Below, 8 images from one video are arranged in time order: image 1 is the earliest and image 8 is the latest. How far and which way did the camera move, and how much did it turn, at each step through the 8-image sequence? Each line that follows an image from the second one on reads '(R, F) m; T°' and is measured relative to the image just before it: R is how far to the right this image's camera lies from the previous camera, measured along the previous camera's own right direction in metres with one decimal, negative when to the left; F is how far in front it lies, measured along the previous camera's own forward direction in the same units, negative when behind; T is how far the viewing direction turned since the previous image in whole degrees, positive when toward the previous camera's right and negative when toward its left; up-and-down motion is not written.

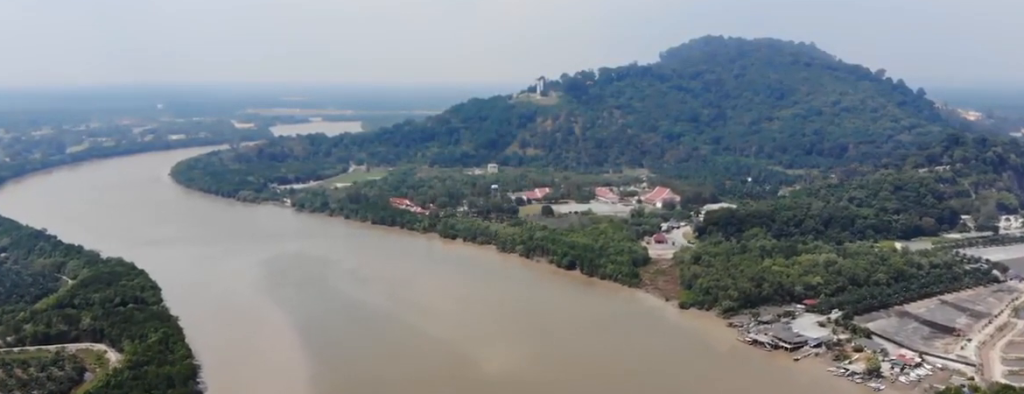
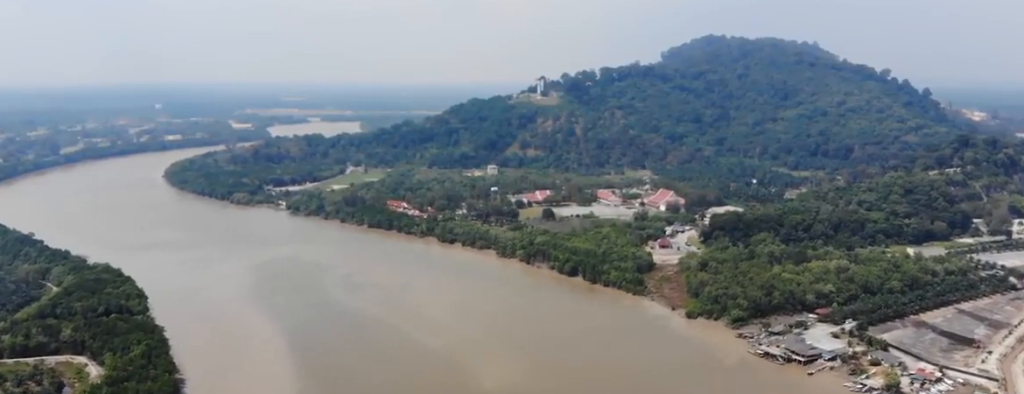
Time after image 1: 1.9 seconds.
(0.0, +23.7) m; +1°
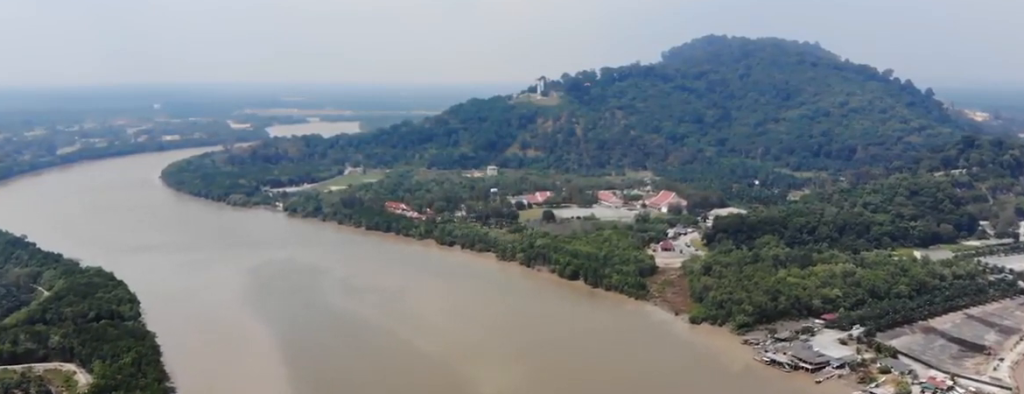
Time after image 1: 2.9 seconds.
(+0.2, +12.7) m; +1°
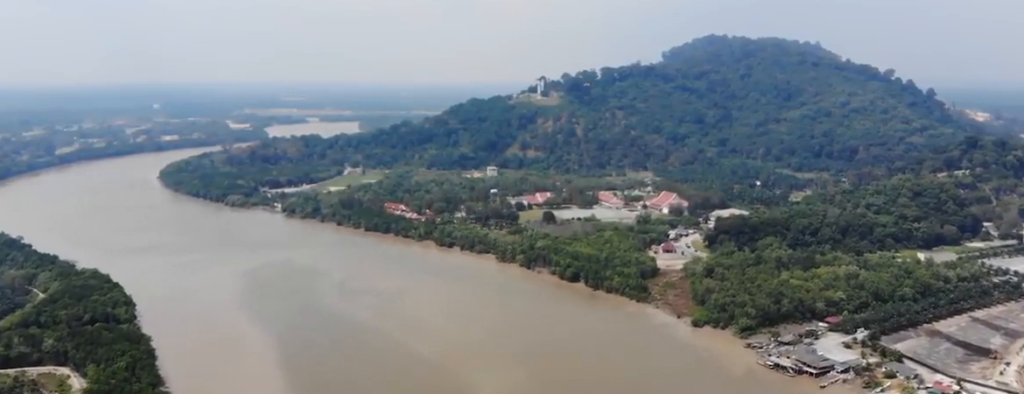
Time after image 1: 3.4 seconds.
(+0.3, +6.7) m; -1°
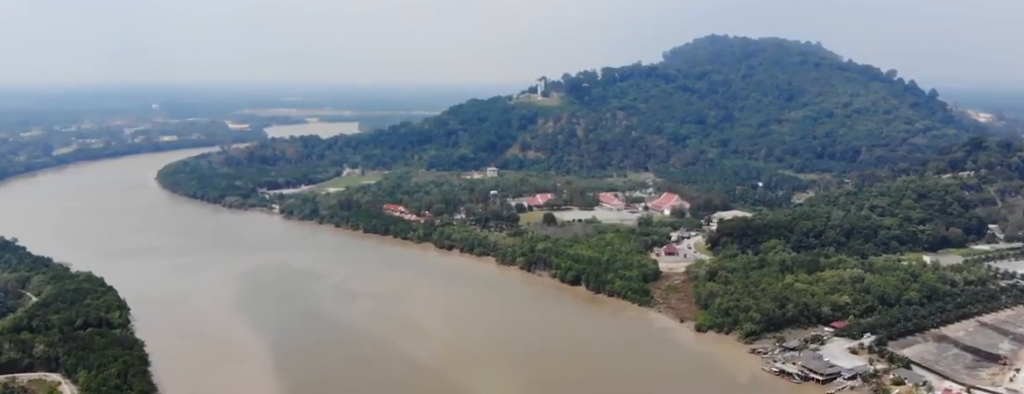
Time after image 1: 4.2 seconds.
(-0.5, +9.6) m; -1°
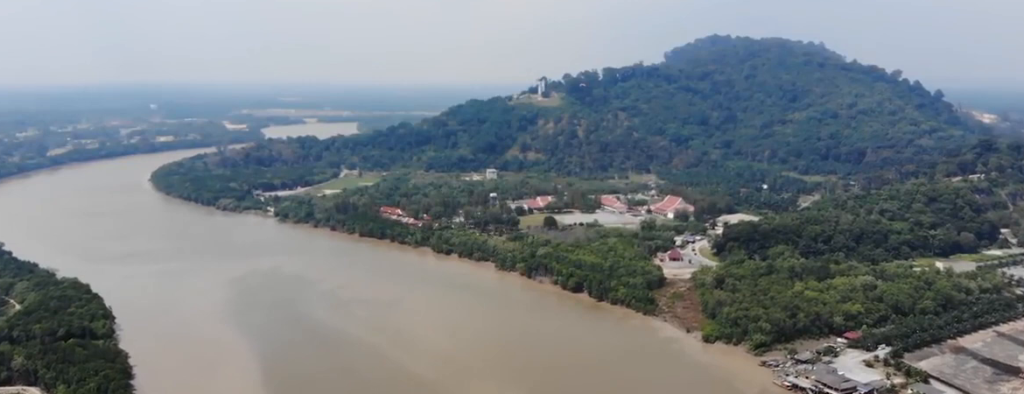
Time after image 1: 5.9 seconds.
(+0.1, +21.3) m; +1°
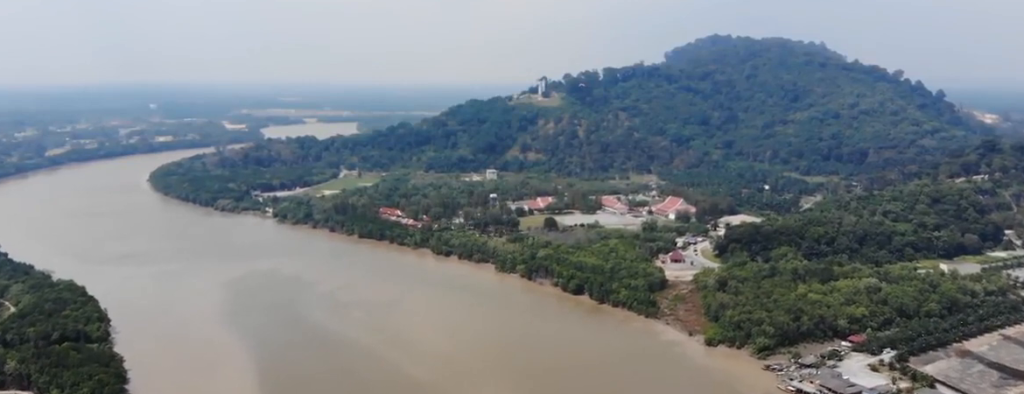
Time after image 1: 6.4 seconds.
(0.0, +6.7) m; 0°
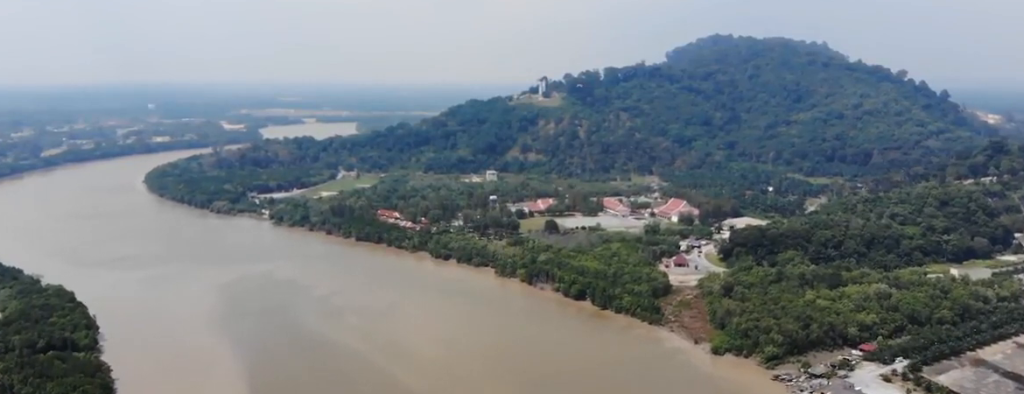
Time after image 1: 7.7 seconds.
(+0.1, +15.7) m; 0°
